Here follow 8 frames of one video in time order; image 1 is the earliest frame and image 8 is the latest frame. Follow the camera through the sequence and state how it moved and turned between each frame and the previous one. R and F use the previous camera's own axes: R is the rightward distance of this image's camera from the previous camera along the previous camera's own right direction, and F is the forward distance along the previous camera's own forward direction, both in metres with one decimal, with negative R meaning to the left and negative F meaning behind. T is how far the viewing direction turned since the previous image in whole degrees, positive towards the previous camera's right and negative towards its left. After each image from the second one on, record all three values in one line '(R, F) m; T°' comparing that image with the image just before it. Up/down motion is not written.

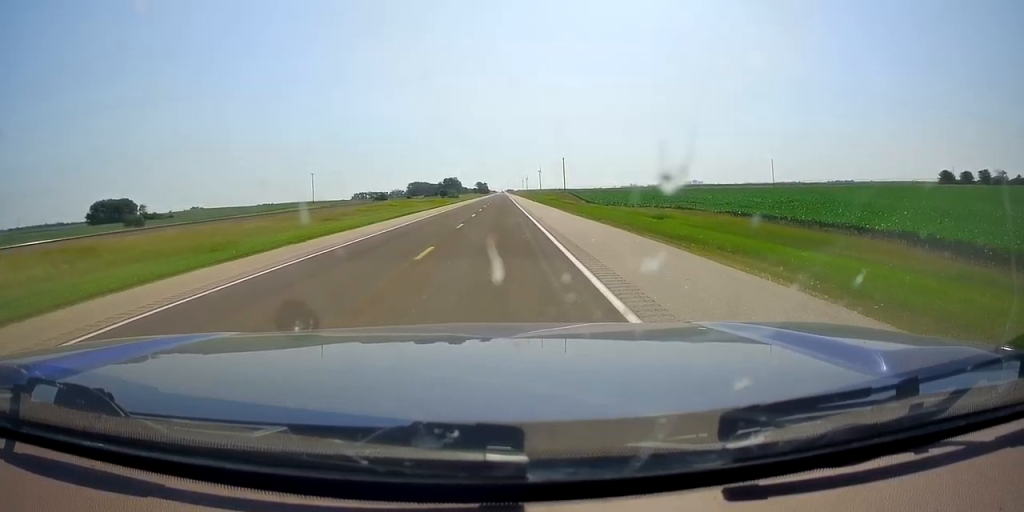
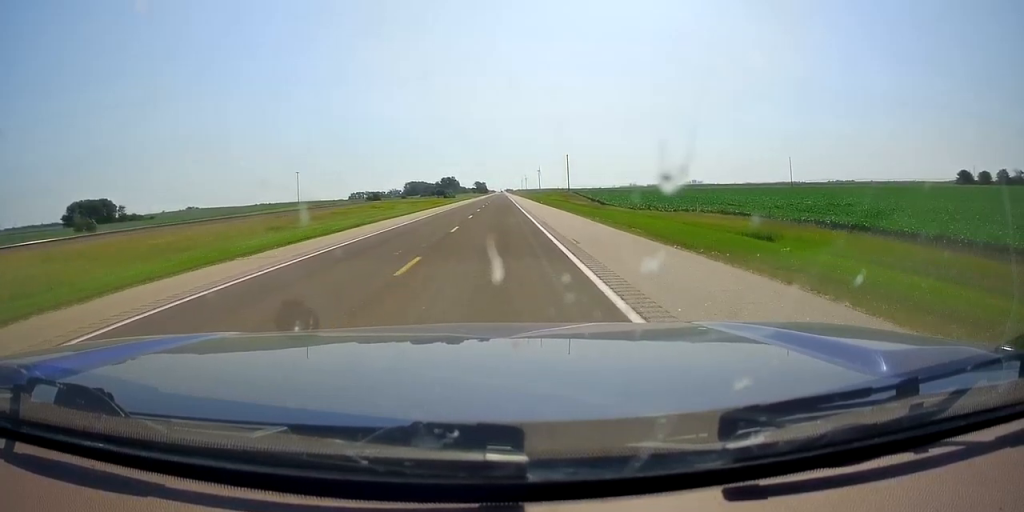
(0.0, +14.9) m; 0°
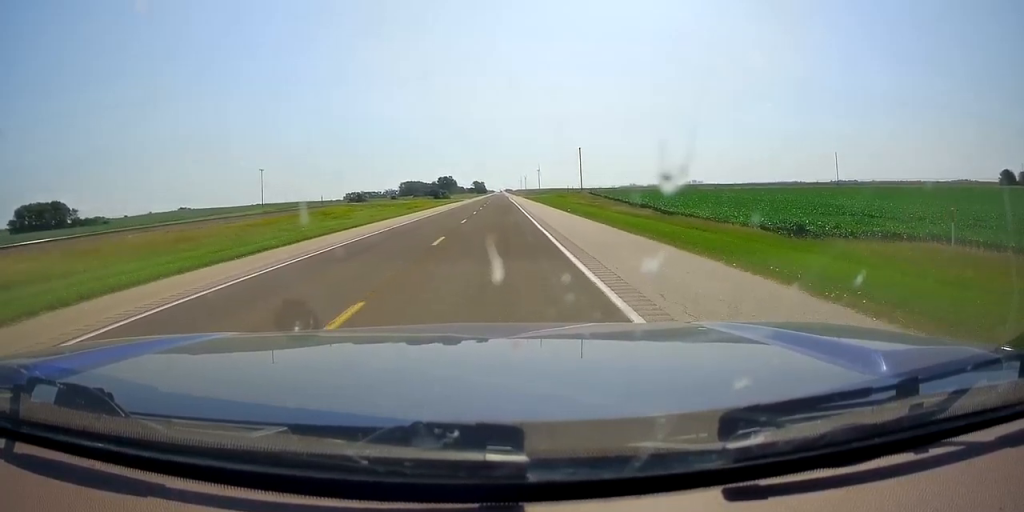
(0.0, +30.3) m; -1°
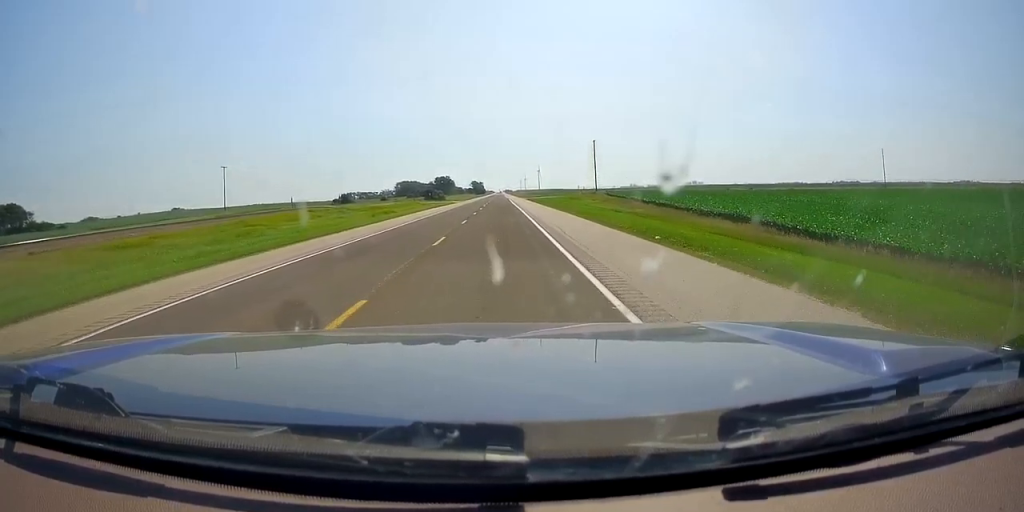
(-0.1, +24.1) m; -1°
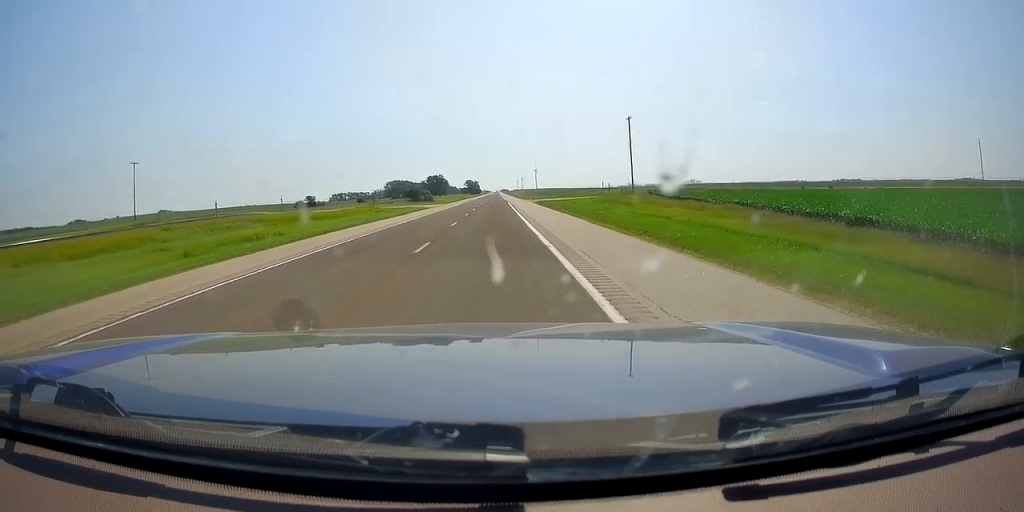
(-0.1, +38.3) m; +1°
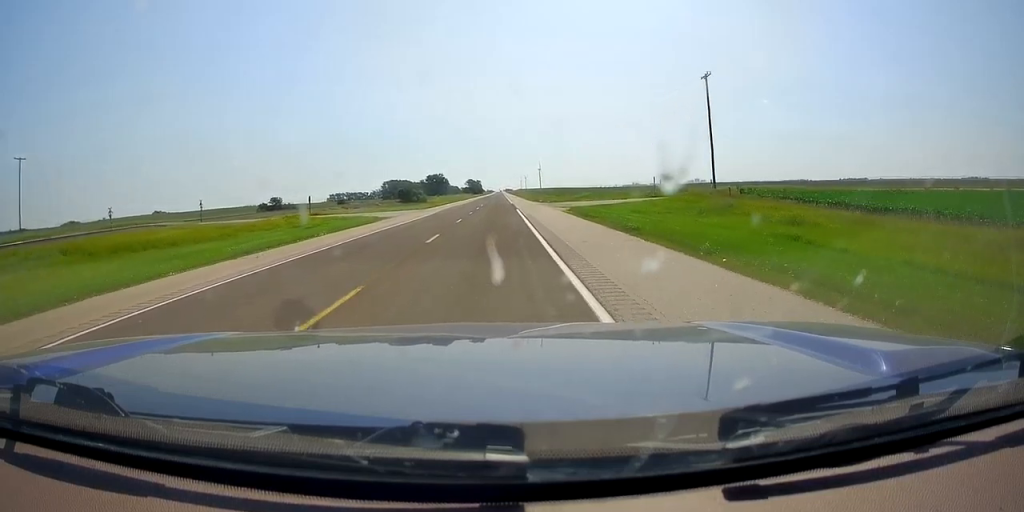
(+0.3, +33.2) m; 0°
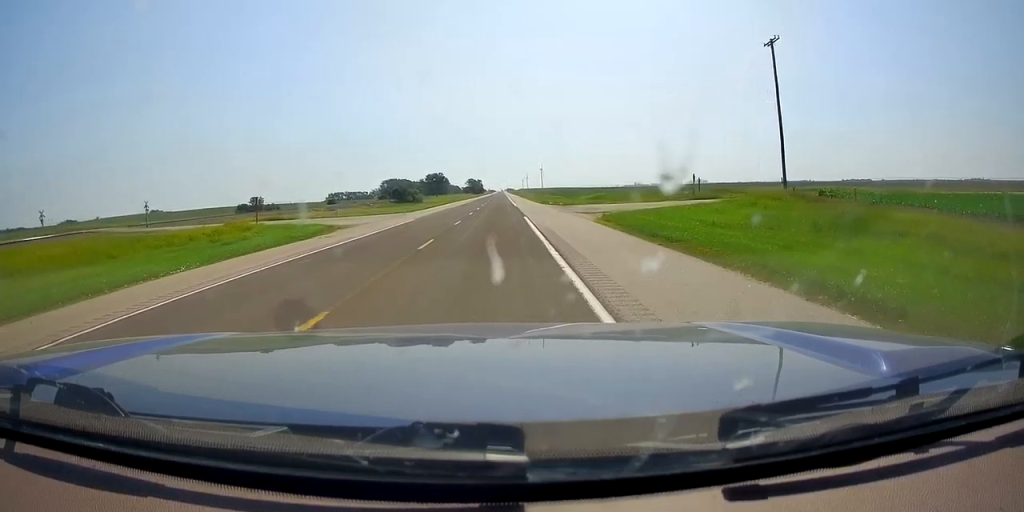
(0.0, +14.3) m; 0°
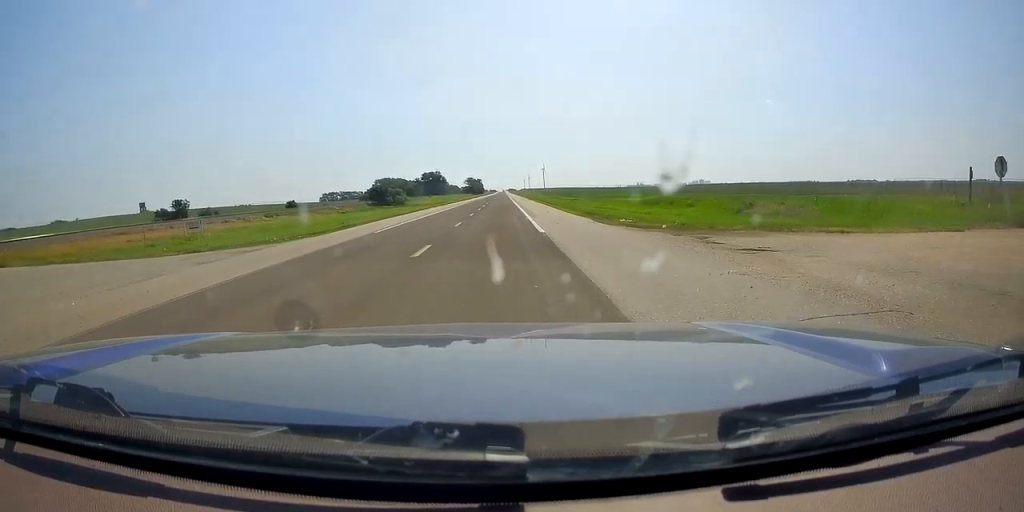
(0.0, +38.6) m; 0°
